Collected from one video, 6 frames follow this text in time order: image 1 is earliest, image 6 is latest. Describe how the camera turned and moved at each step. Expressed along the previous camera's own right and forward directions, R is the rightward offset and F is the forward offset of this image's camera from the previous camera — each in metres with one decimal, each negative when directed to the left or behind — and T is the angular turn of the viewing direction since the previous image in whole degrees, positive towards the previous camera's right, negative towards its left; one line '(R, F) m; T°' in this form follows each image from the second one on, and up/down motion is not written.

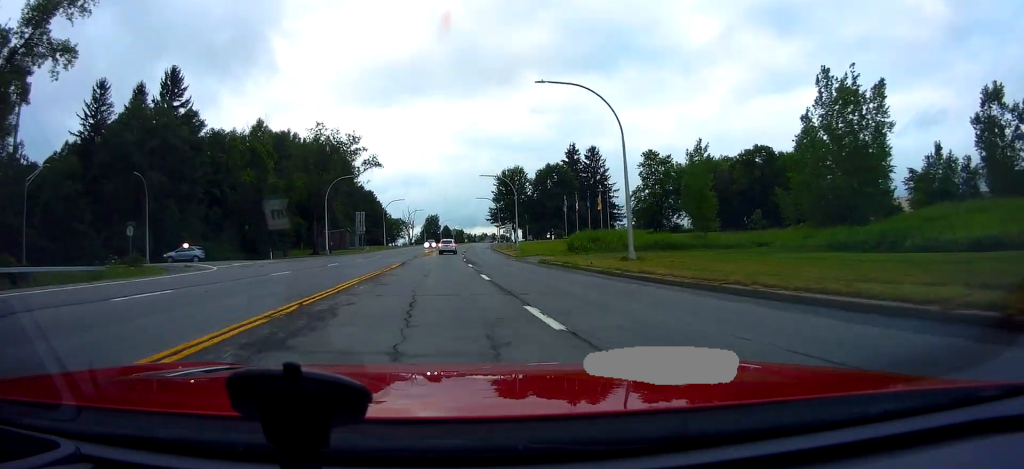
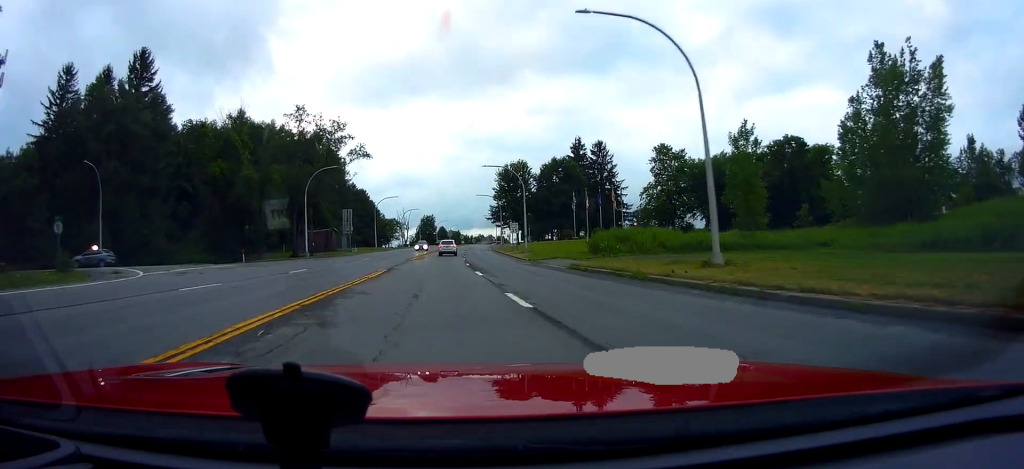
(+0.4, +9.1) m; 0°
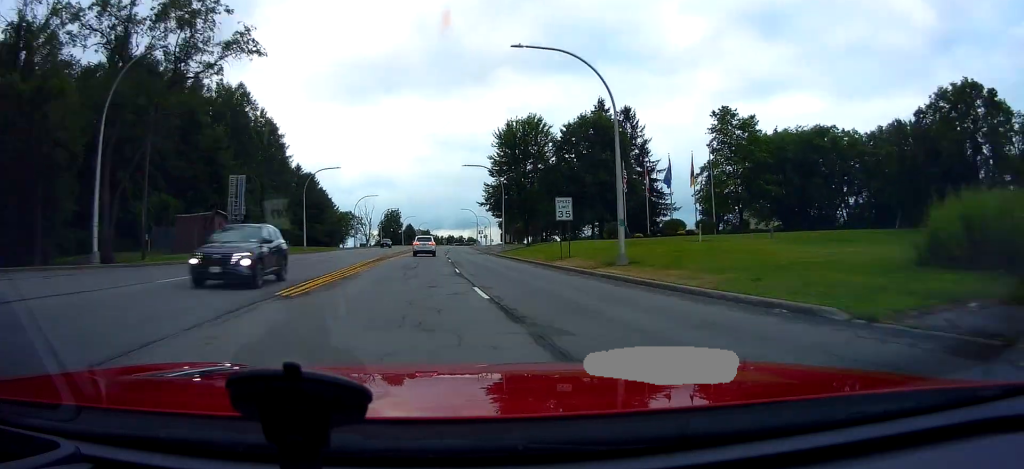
(0.0, +36.2) m; +4°
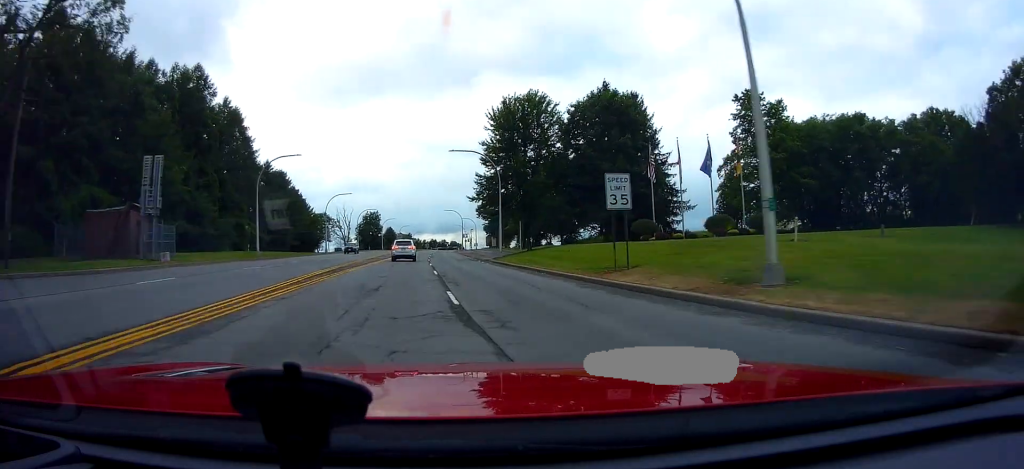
(+0.3, +11.4) m; +3°
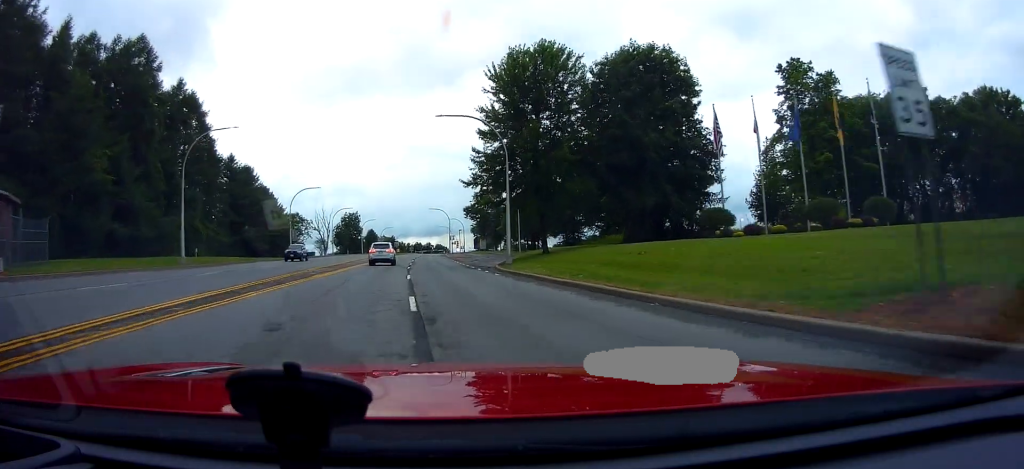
(+0.4, +13.5) m; +1°
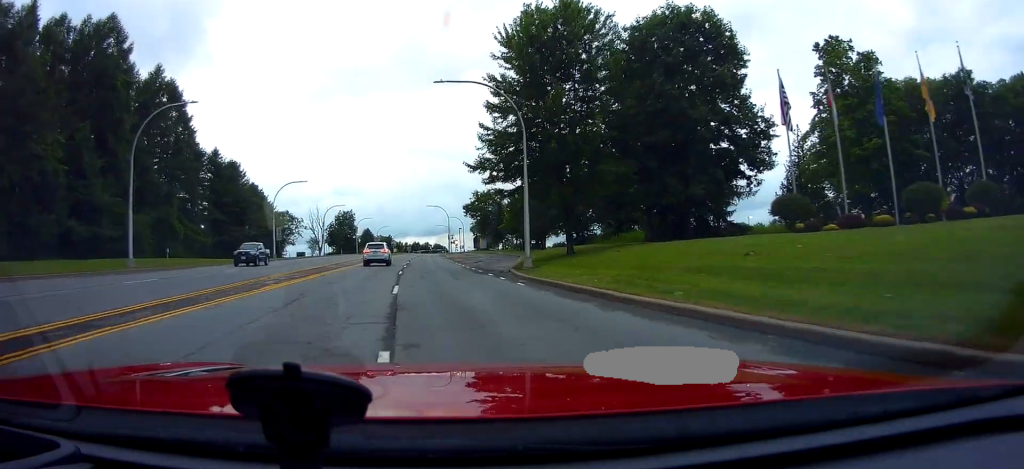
(+0.3, +7.2) m; 0°
